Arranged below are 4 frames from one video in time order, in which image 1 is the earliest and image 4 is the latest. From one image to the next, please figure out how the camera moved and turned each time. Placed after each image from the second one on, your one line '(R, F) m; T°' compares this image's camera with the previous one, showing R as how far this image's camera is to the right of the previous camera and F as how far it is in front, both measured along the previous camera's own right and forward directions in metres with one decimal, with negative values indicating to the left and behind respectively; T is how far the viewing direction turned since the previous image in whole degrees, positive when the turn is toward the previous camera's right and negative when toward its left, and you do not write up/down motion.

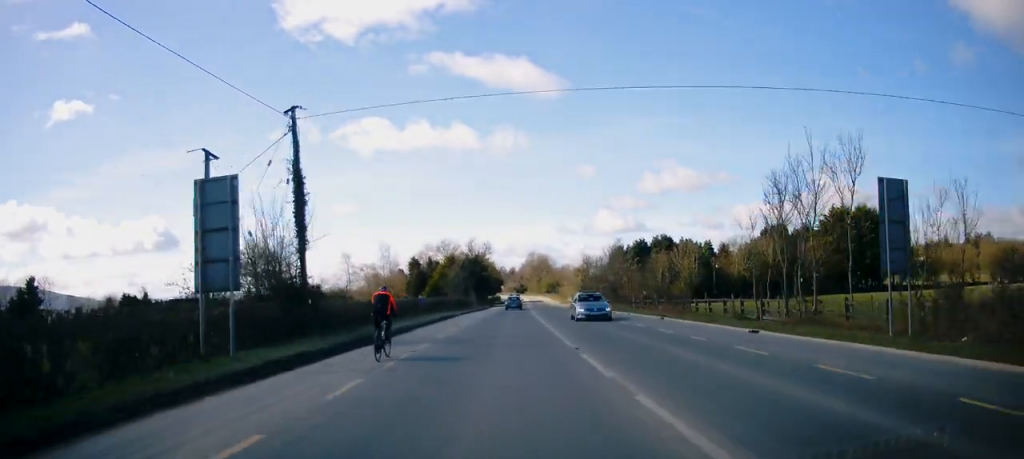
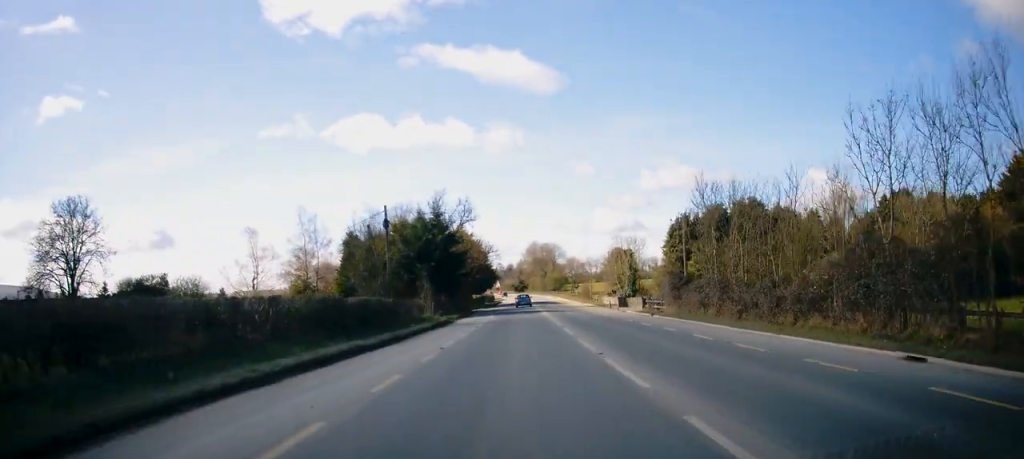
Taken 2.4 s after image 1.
(+0.3, +47.7) m; 0°
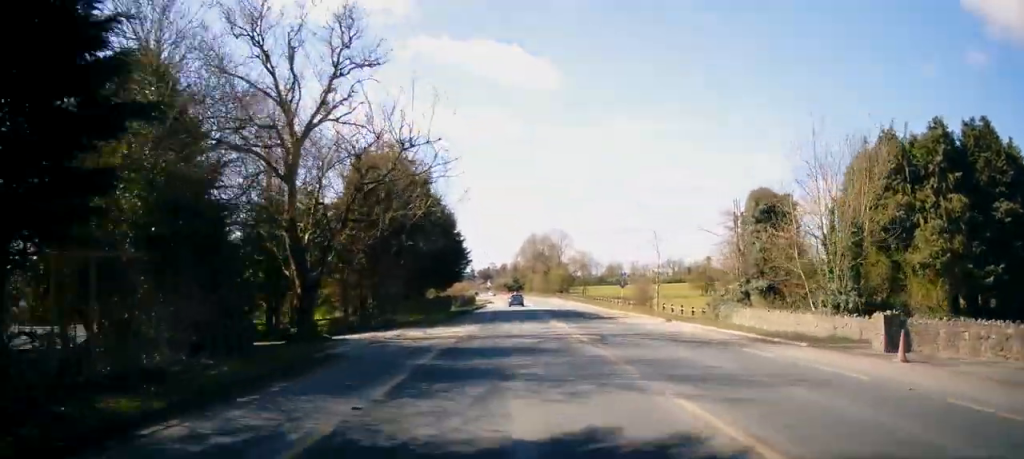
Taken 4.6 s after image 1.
(+0.6, +44.8) m; +1°
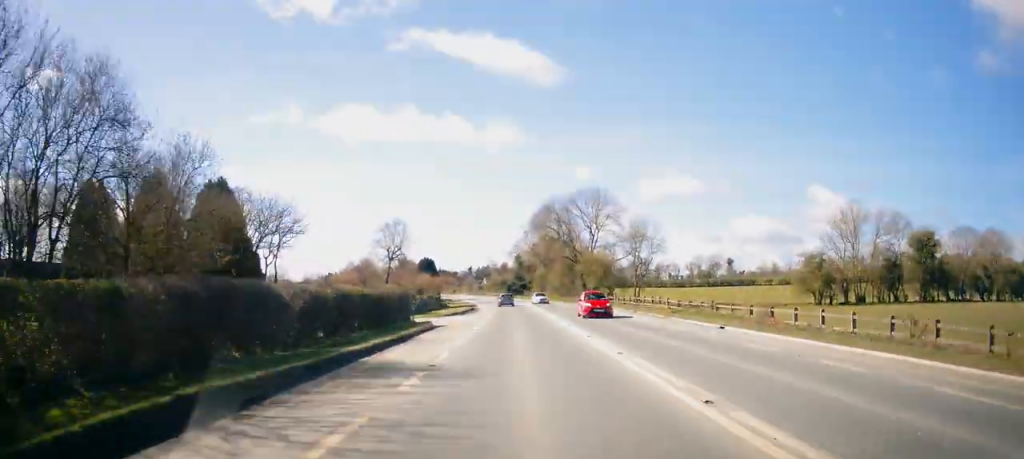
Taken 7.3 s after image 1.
(-0.6, +56.2) m; 0°
